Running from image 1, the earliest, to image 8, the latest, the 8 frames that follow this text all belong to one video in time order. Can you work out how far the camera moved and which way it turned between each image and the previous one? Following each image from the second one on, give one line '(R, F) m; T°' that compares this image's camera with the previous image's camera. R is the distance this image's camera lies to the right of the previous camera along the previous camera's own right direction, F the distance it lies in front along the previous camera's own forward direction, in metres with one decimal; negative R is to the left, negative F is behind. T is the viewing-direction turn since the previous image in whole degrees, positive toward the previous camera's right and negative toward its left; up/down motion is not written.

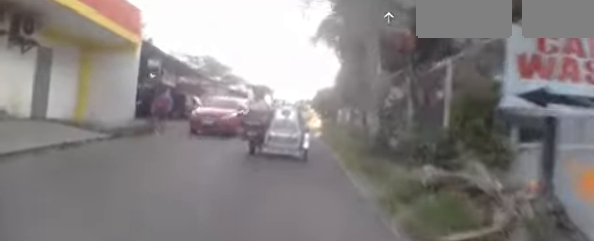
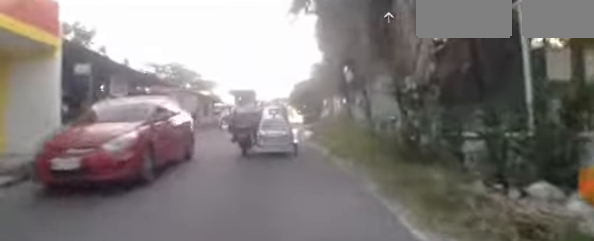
(-0.1, +4.0) m; +1°
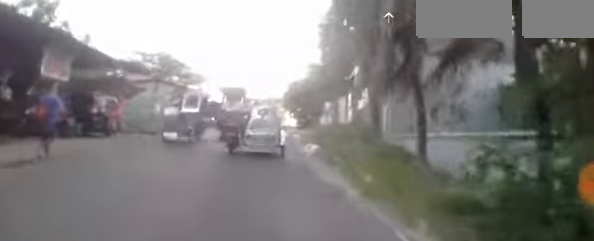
(+0.1, +4.4) m; +1°
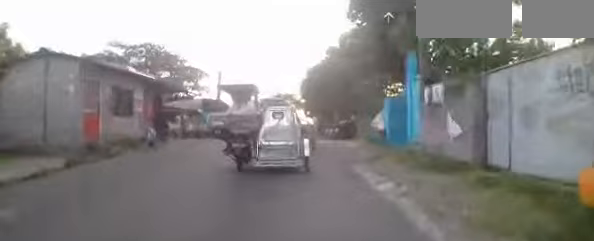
(-0.9, +10.0) m; -5°
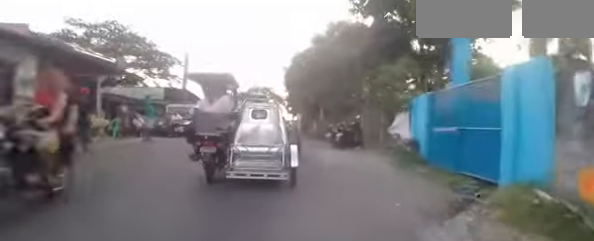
(+0.3, +3.7) m; +4°
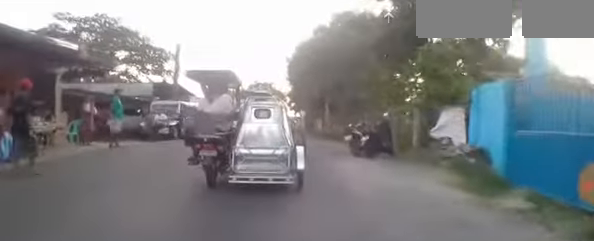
(0.0, +2.3) m; +2°
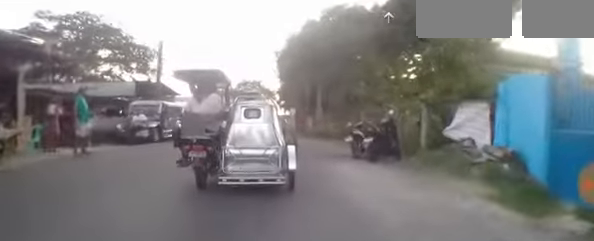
(0.0, +1.1) m; +3°
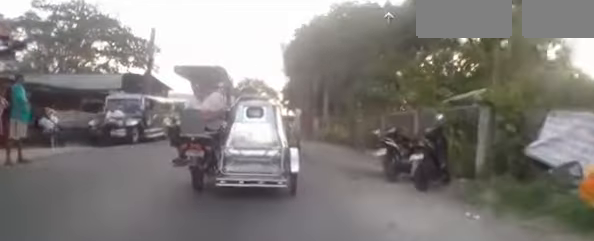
(+0.1, +2.1) m; +3°
